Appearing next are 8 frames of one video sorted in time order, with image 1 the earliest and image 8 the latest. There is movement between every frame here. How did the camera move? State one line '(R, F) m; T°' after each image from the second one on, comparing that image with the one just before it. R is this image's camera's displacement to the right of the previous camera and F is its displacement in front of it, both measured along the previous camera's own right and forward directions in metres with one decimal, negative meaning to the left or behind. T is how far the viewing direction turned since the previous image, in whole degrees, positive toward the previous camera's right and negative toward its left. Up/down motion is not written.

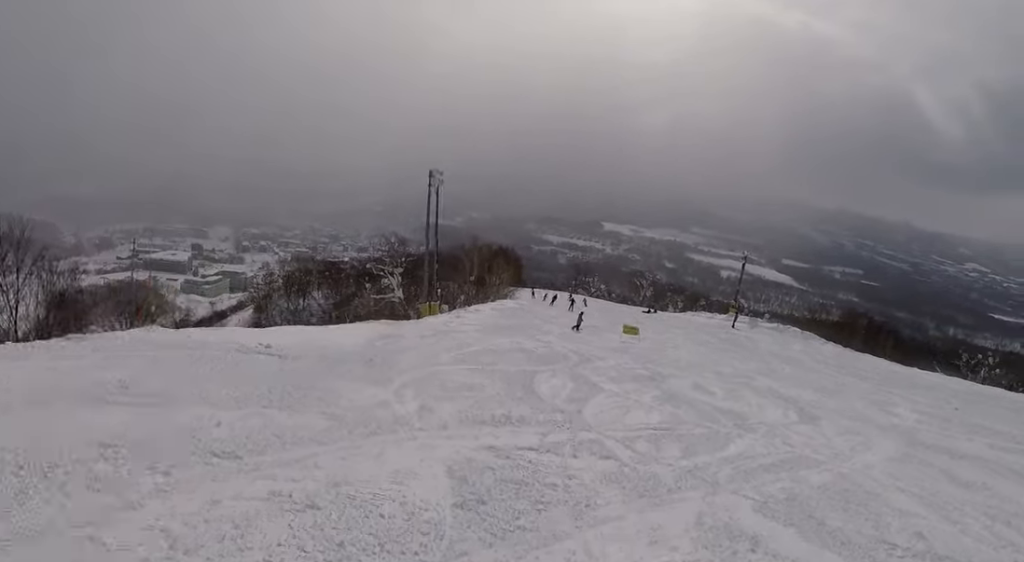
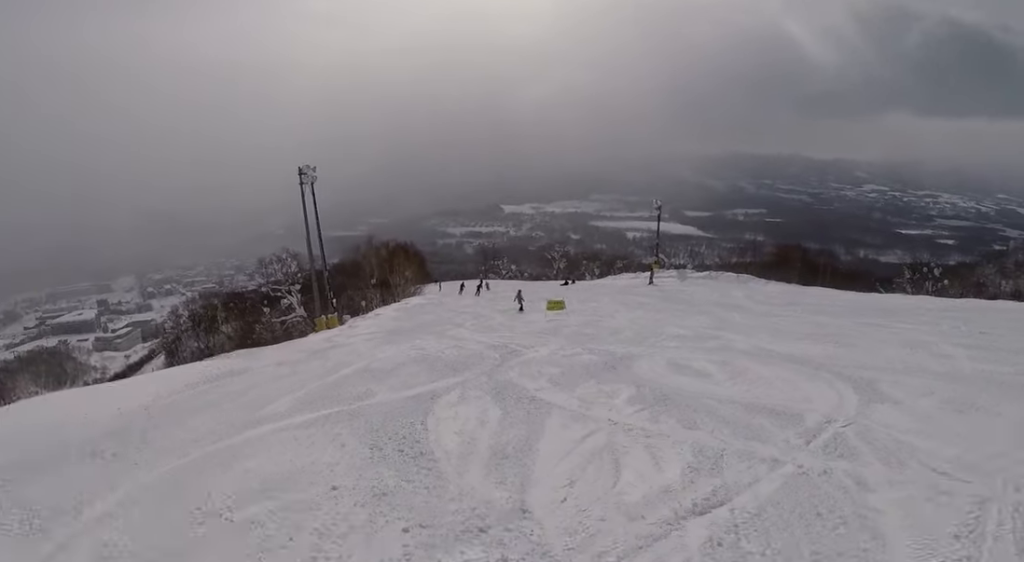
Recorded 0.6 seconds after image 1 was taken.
(-0.1, +6.2) m; 0°
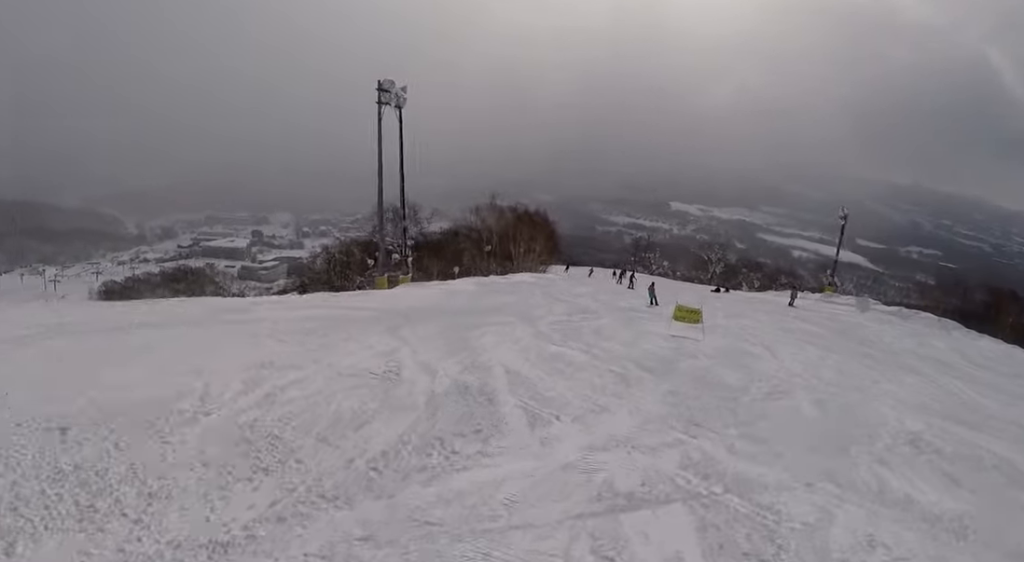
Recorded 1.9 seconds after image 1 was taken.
(0.0, +12.6) m; -6°
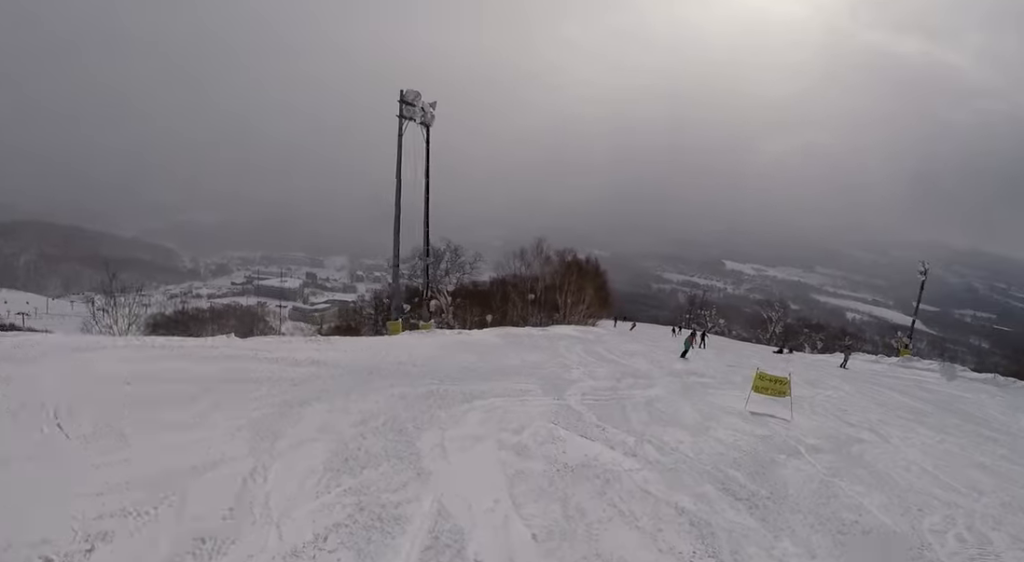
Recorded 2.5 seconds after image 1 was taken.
(-0.2, +6.3) m; -4°
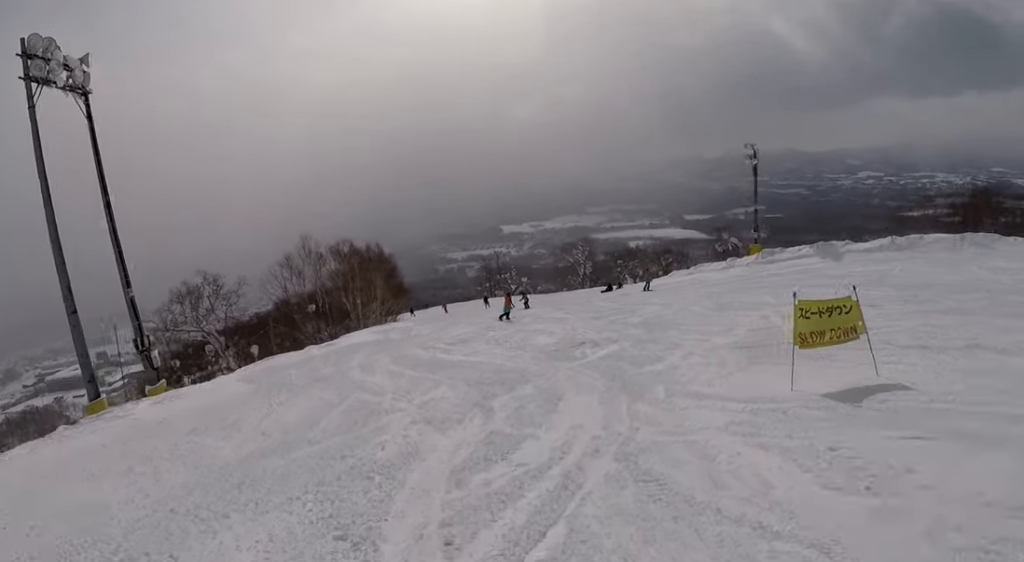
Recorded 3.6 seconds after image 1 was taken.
(-0.3, +11.0) m; +4°
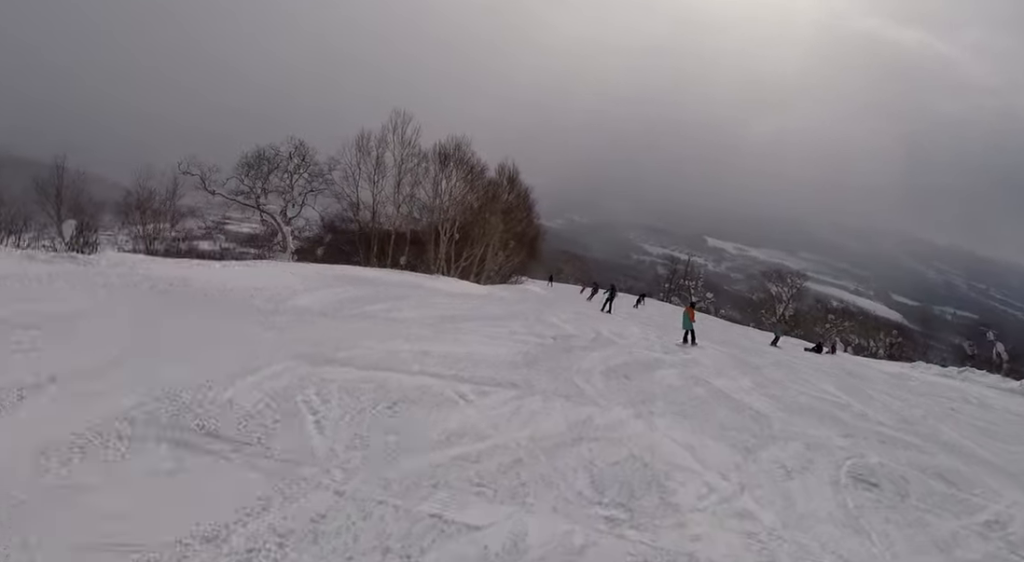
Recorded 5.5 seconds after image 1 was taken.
(-0.5, +17.4) m; -4°
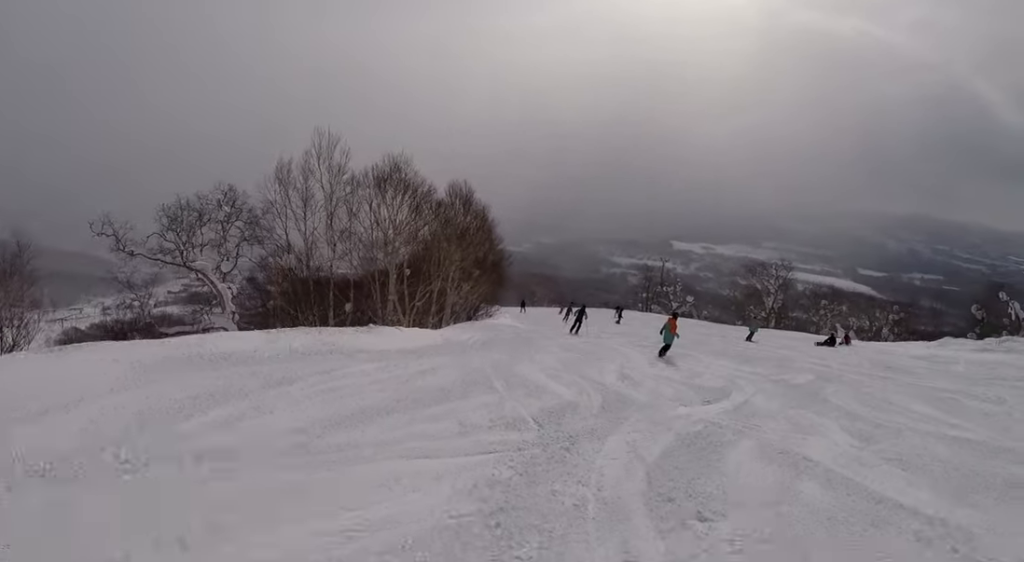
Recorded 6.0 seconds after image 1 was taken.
(+0.4, +5.3) m; +7°
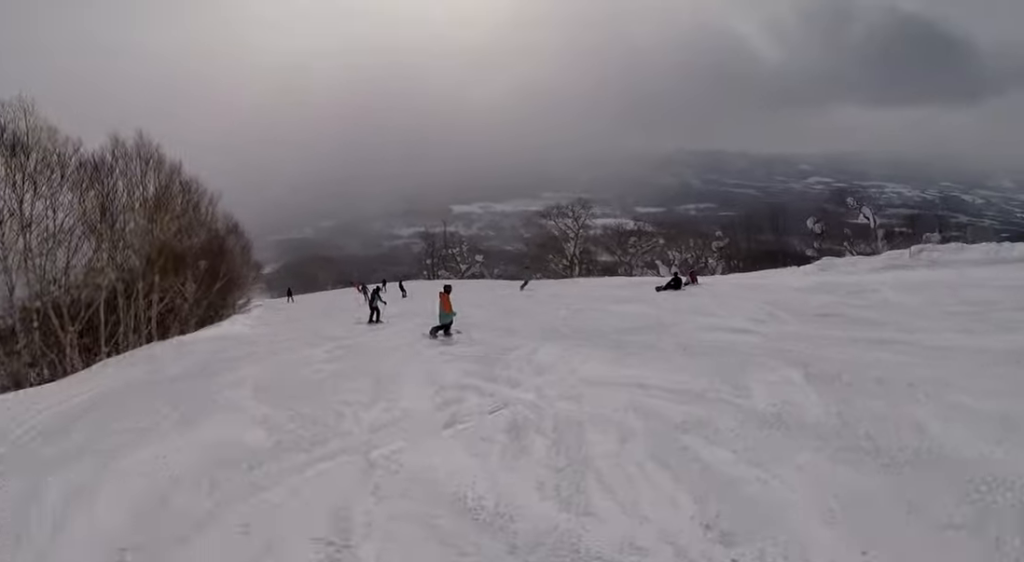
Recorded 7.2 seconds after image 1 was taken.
(+1.2, +9.9) m; +4°
